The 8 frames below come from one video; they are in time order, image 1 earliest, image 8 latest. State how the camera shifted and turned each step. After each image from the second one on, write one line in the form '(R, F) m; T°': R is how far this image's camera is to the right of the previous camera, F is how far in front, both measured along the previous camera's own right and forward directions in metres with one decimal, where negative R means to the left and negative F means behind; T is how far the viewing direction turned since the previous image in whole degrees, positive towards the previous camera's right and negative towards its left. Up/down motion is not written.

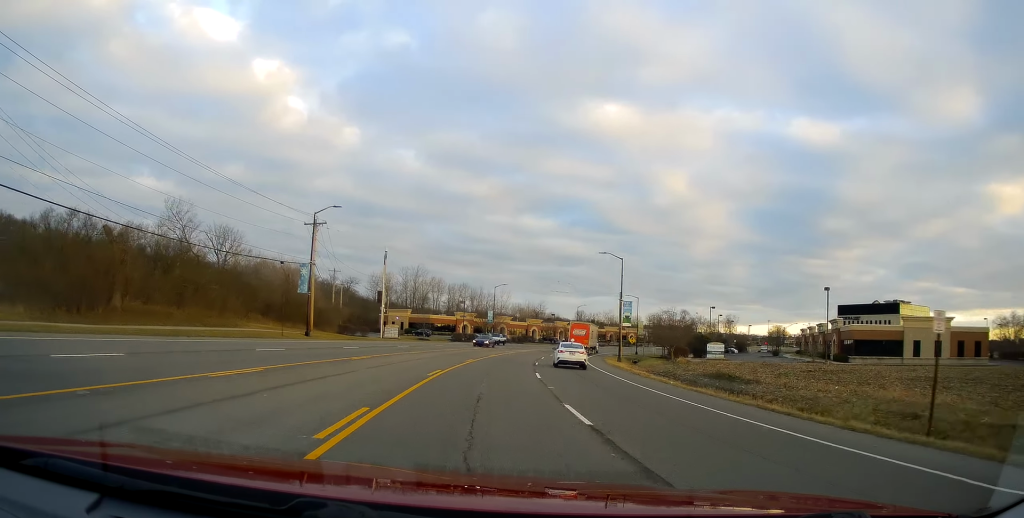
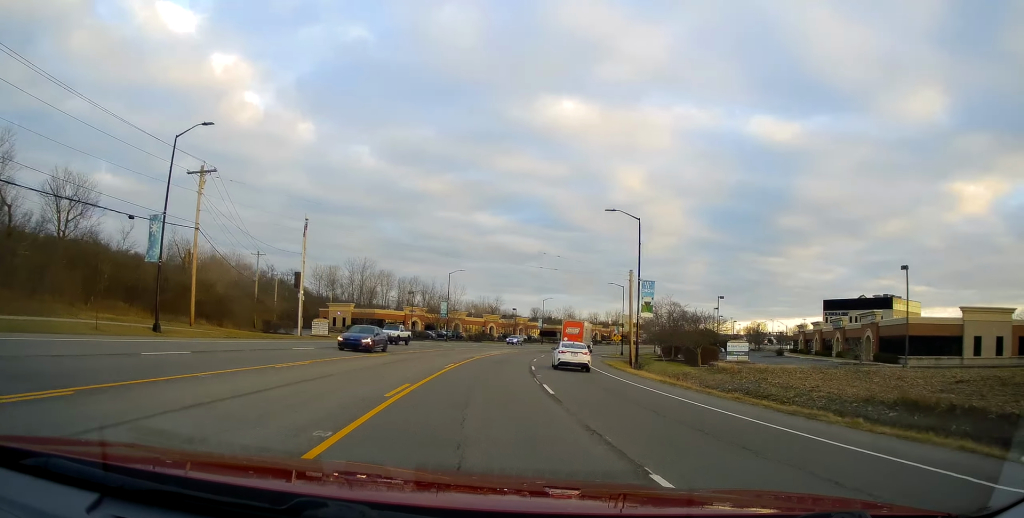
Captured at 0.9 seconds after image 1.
(+0.3, +19.6) m; +4°
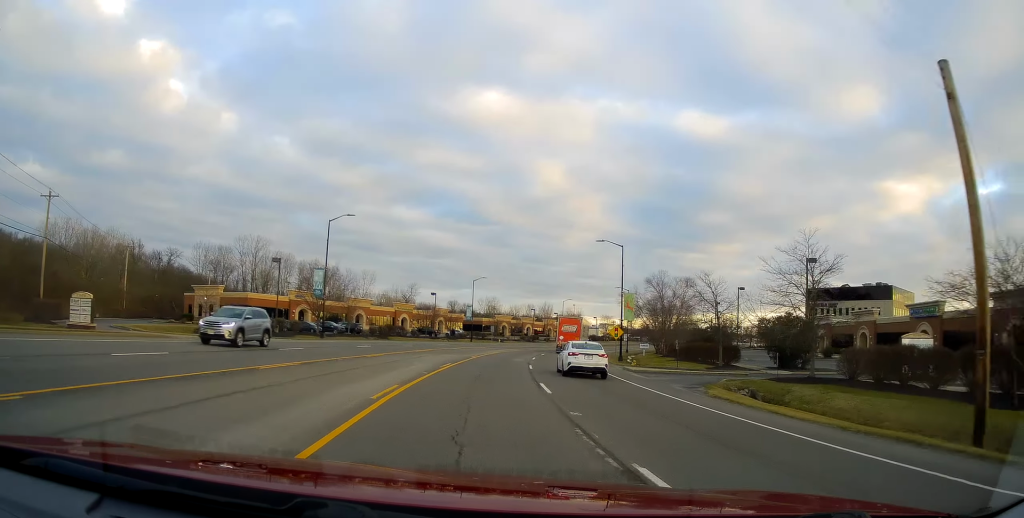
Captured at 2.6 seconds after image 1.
(+3.5, +37.2) m; +11°
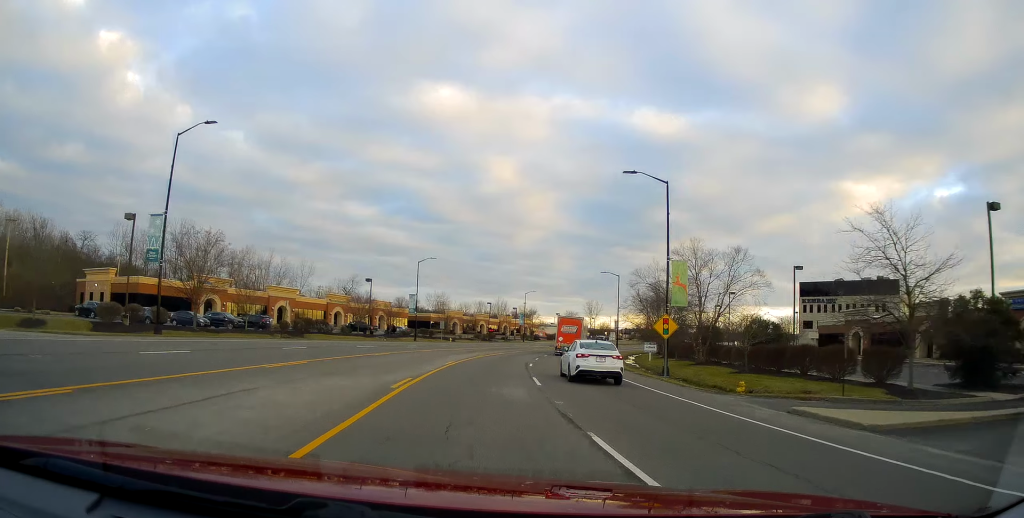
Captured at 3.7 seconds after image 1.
(+1.0, +22.8) m; +4°
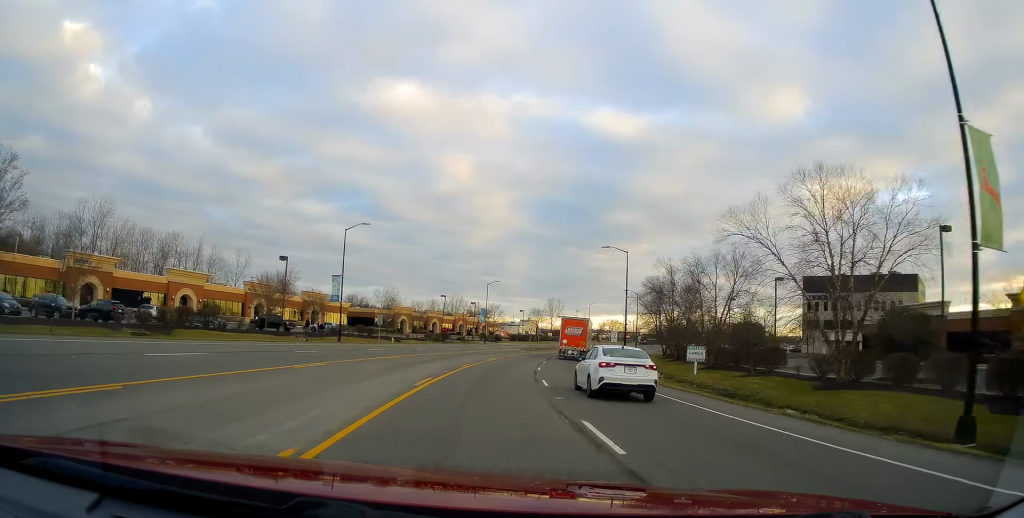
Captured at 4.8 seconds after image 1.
(+0.7, +22.8) m; +4°
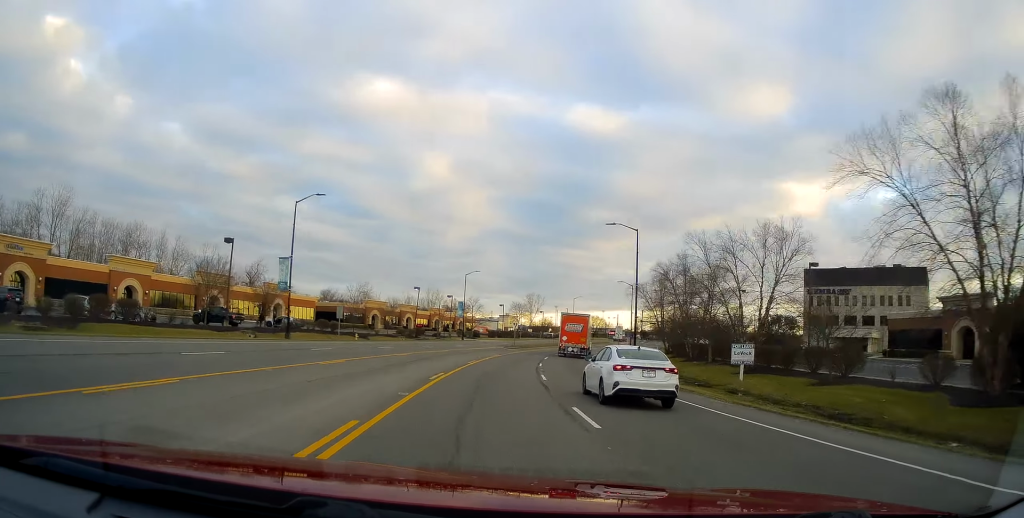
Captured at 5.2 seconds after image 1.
(+0.1, +10.0) m; +2°
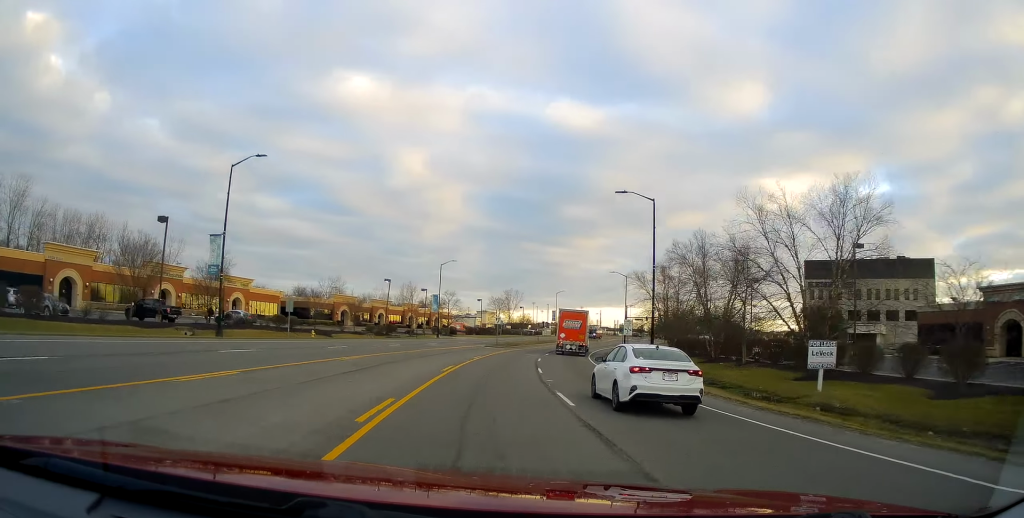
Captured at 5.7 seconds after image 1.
(+0.2, +9.2) m; +2°
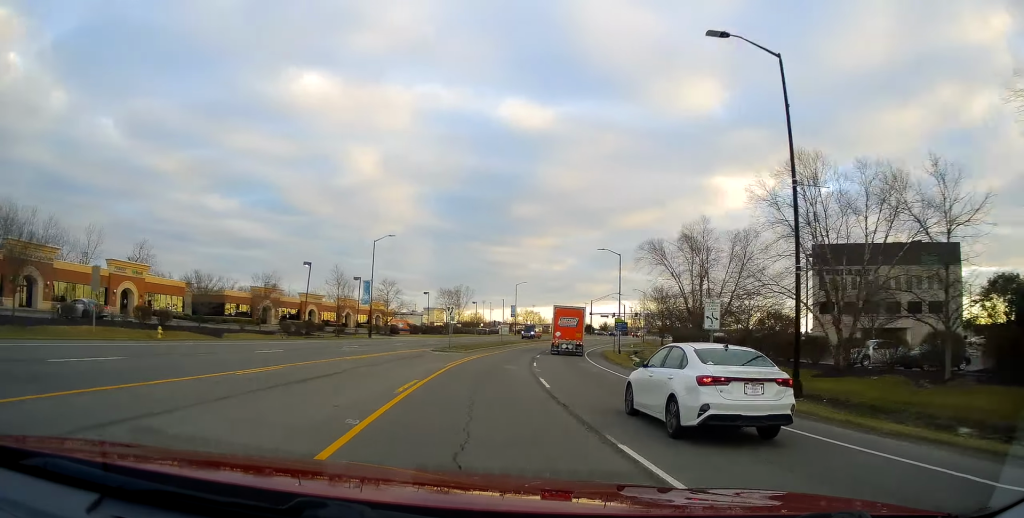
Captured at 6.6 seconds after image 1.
(+0.8, +20.4) m; +6°
